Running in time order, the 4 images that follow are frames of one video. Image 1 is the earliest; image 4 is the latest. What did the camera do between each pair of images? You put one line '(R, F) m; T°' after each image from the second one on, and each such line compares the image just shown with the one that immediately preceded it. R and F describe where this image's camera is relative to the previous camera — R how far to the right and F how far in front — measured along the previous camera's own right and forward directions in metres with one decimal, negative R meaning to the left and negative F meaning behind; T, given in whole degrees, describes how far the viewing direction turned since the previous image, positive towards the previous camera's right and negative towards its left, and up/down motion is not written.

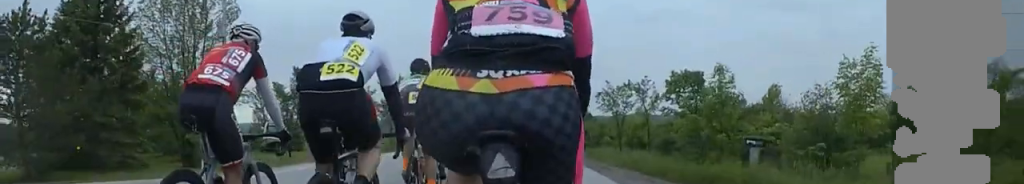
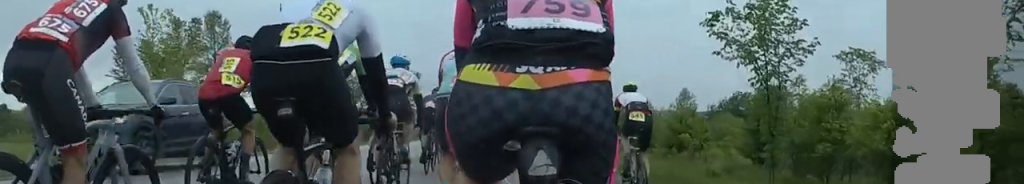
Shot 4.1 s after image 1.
(0.0, +47.1) m; 0°
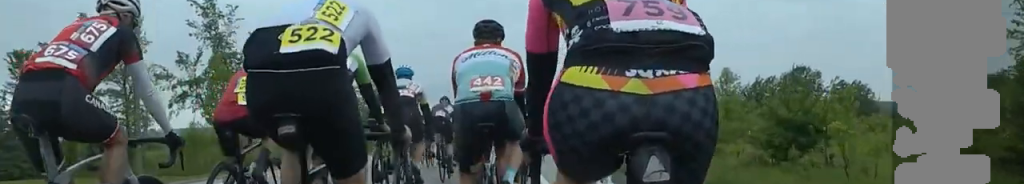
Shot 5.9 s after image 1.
(0.0, +20.8) m; 0°
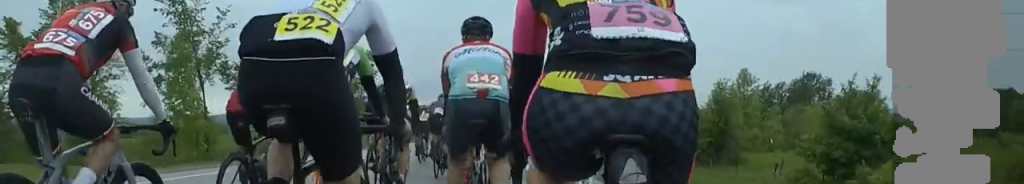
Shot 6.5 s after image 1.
(0.0, +6.1) m; 0°
